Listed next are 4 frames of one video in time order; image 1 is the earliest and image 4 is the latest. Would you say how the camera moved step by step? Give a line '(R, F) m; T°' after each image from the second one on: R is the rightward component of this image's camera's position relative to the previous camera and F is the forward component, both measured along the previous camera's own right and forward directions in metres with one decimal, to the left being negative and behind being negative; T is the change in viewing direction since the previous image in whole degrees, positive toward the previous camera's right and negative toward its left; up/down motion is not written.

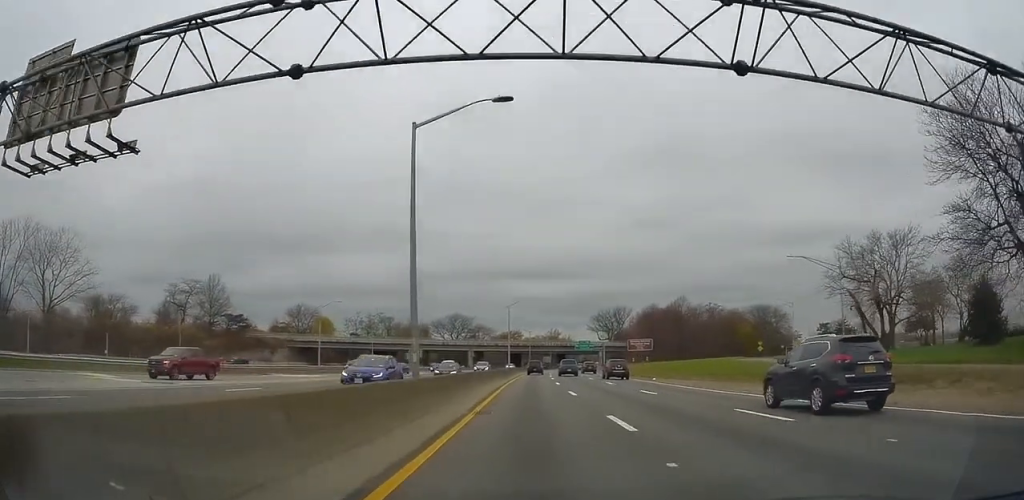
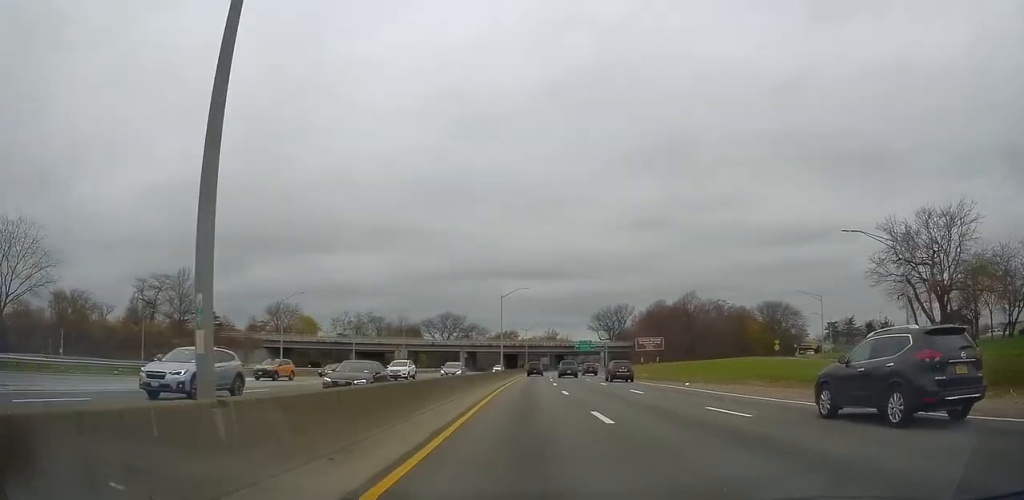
(0.0, +10.9) m; 0°
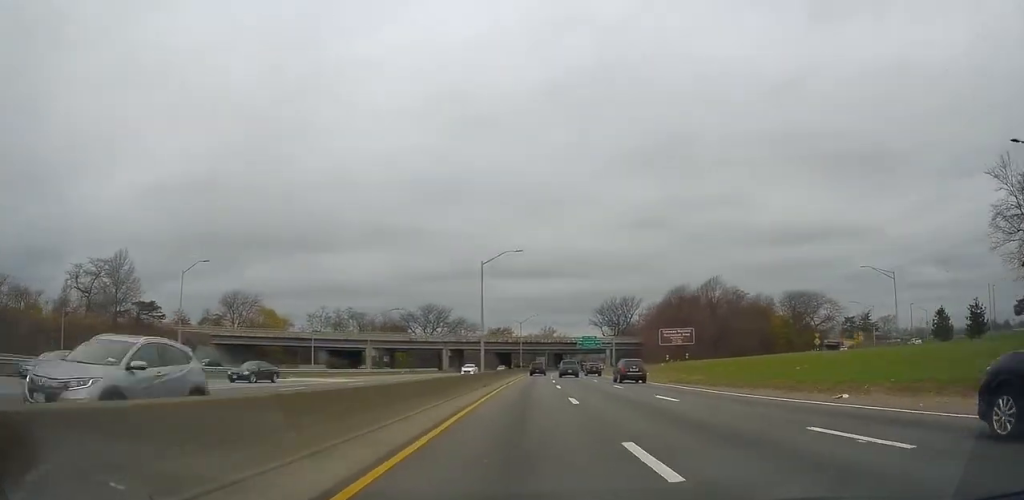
(-0.4, +19.6) m; 0°
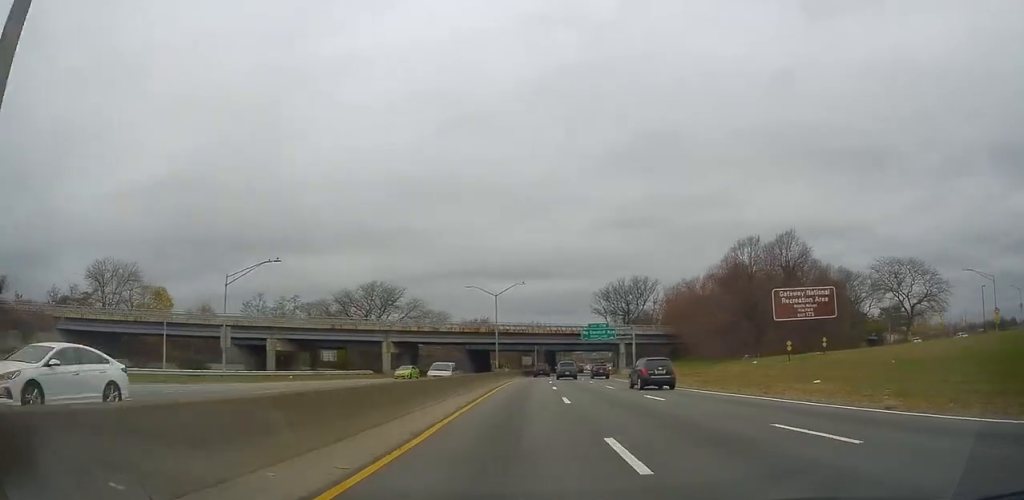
(+0.8, +38.0) m; +1°
